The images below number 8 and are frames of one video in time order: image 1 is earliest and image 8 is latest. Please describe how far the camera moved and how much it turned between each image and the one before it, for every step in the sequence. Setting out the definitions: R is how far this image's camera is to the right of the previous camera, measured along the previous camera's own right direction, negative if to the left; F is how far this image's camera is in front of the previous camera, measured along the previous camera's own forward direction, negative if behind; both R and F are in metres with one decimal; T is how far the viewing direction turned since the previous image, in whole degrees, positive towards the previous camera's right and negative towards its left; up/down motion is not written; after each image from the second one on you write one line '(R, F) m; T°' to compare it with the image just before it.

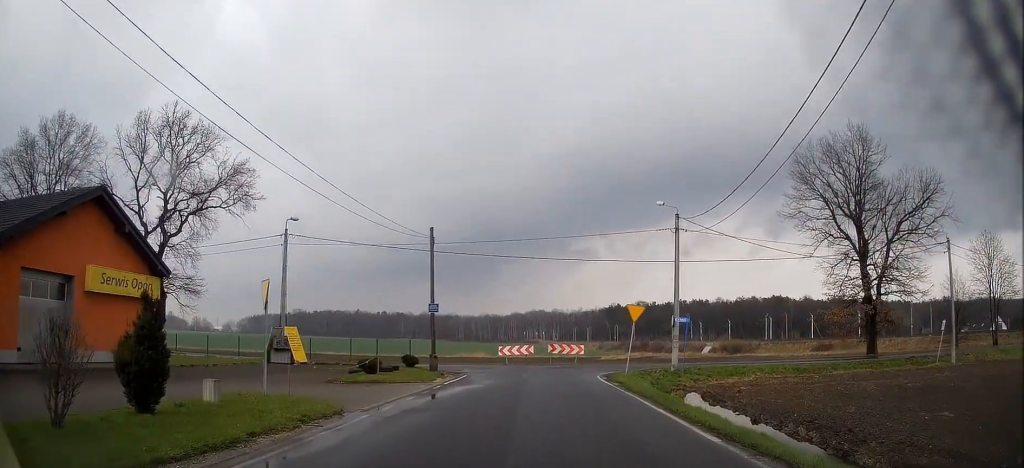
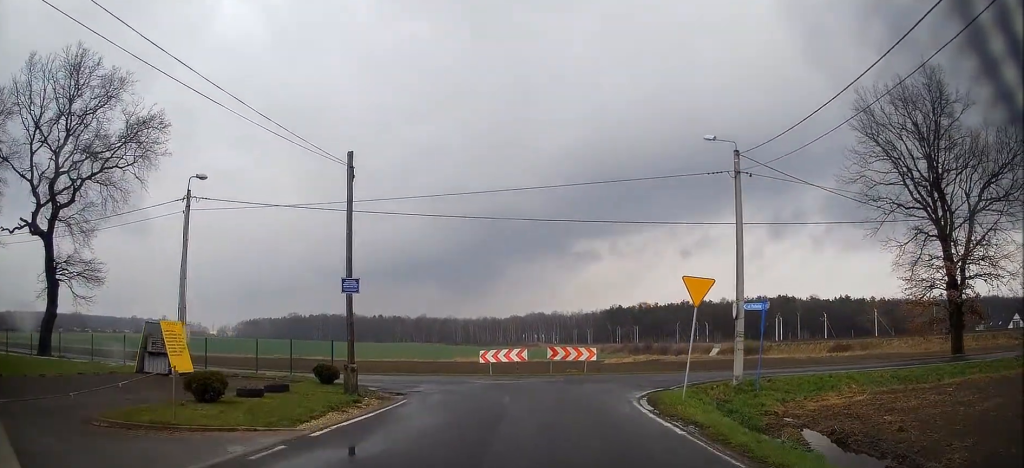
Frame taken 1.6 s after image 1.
(+0.2, +11.2) m; +1°
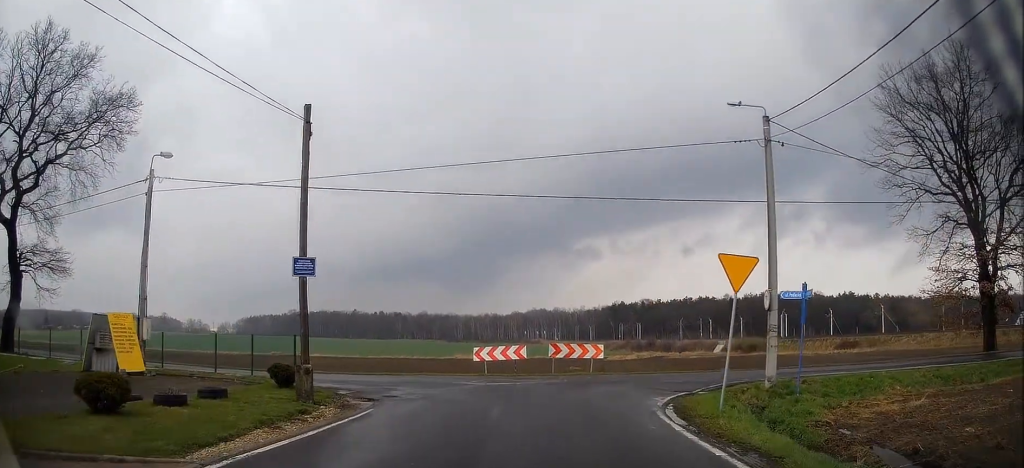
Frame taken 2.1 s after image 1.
(-0.1, +3.3) m; 0°
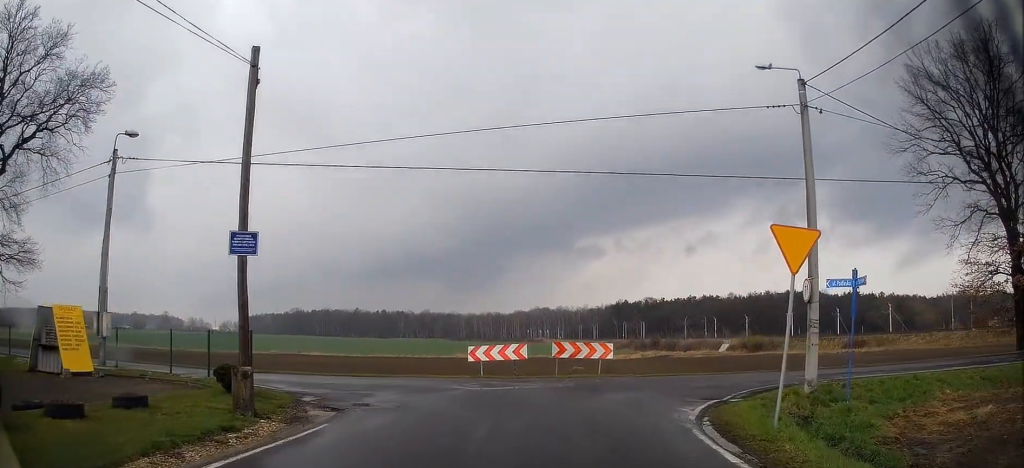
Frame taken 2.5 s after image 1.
(-0.1, +3.0) m; 0°
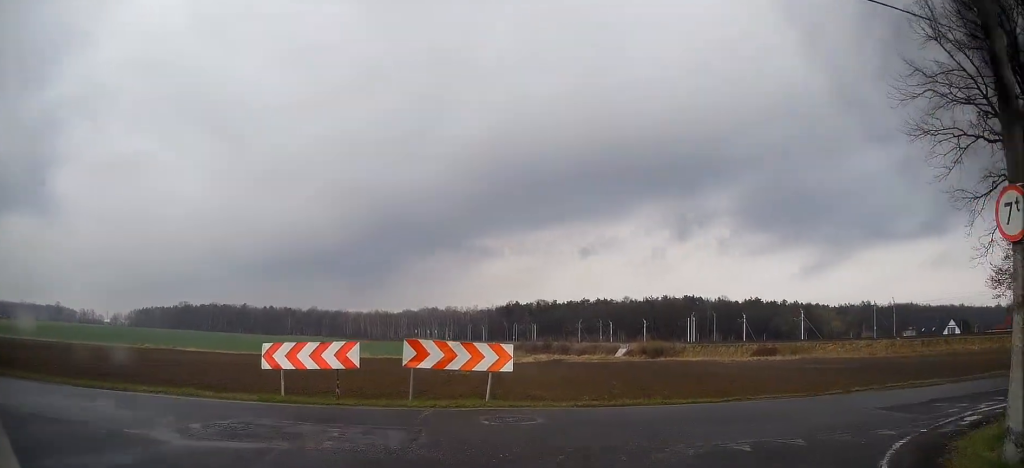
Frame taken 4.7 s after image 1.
(+1.3, +11.4) m; +19°
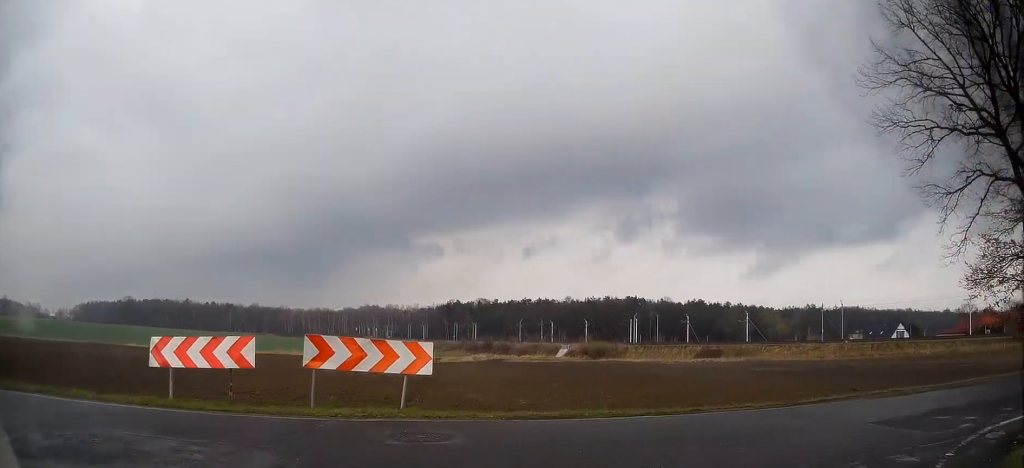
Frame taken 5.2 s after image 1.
(+0.1, +2.2) m; +10°
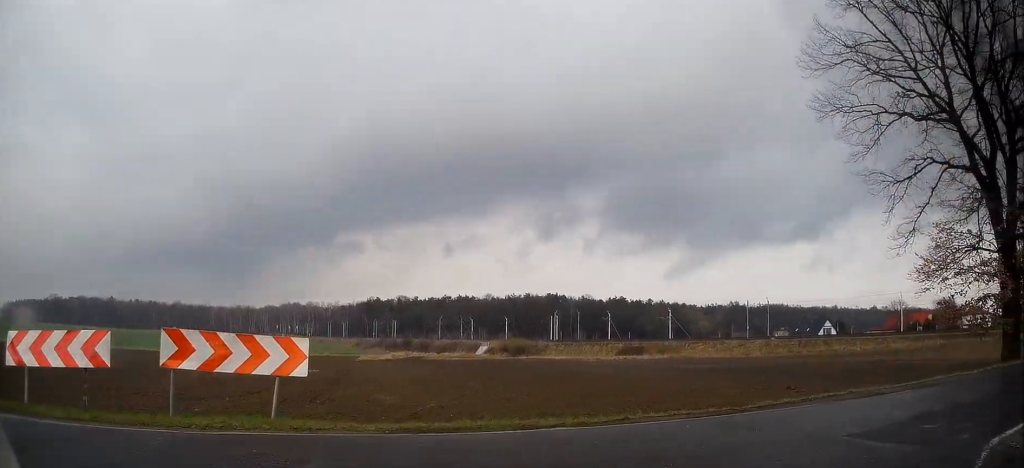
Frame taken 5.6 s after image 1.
(-0.3, +2.0) m; +10°
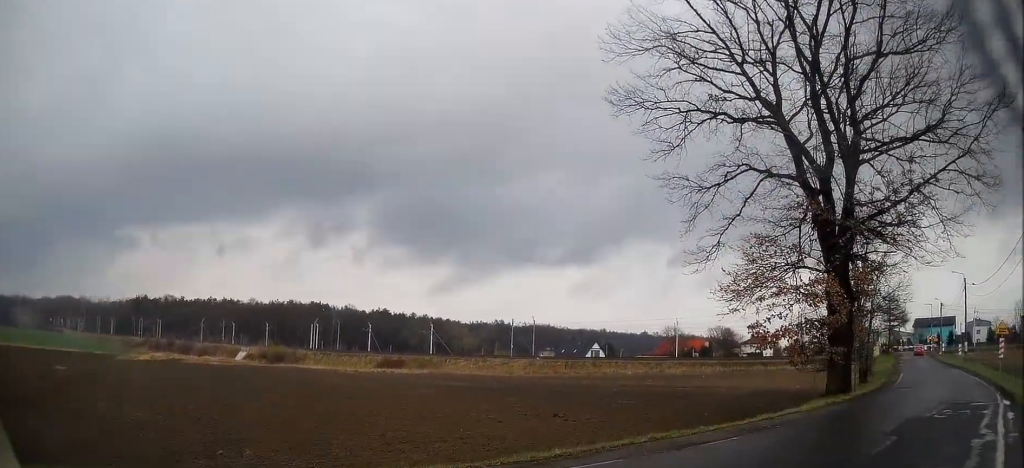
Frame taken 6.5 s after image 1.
(+1.3, +4.1) m; +26°
